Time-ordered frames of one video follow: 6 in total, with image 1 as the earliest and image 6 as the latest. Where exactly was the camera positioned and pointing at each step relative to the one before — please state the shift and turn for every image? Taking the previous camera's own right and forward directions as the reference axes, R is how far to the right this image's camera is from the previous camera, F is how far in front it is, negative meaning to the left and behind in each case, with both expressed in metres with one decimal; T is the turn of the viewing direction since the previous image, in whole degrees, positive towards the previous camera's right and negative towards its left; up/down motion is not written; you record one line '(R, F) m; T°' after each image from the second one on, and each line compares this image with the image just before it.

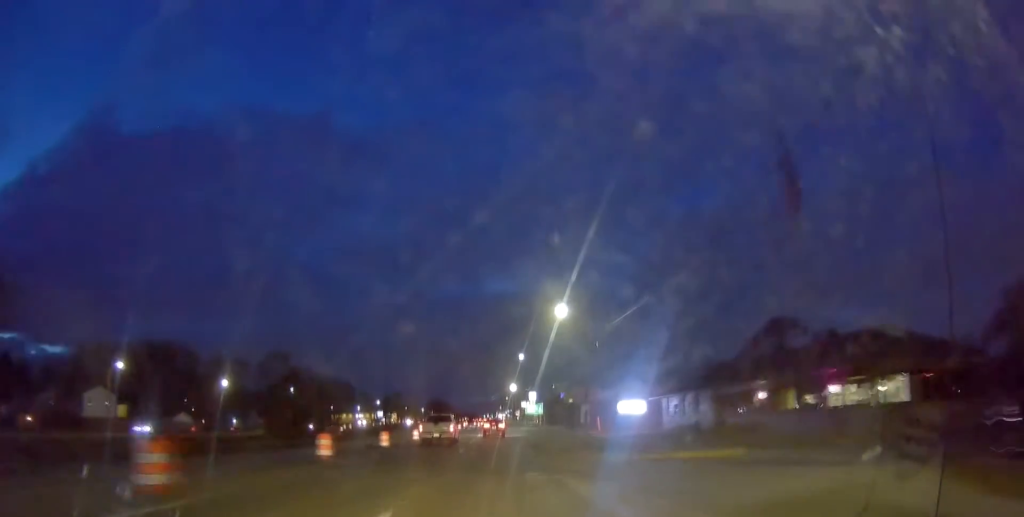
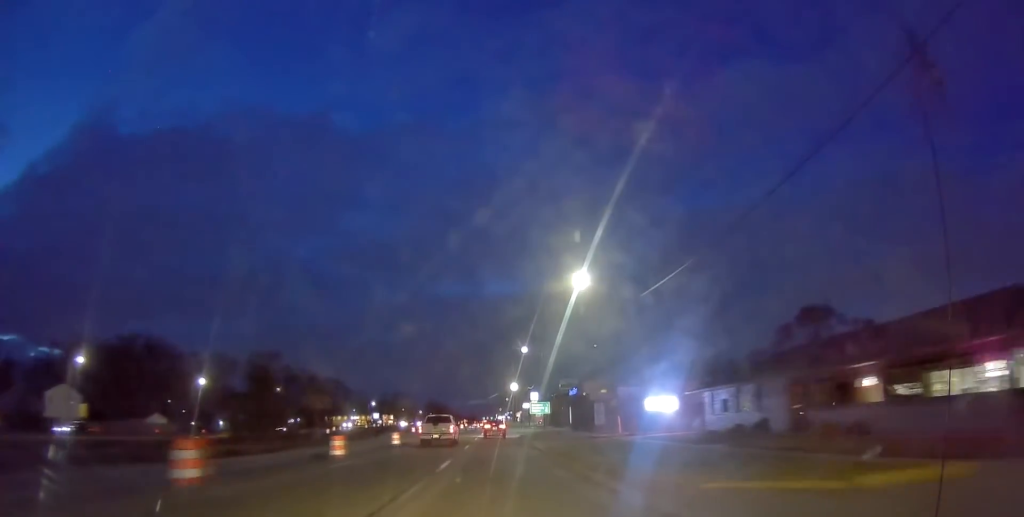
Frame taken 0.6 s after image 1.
(+0.3, +10.1) m; +1°
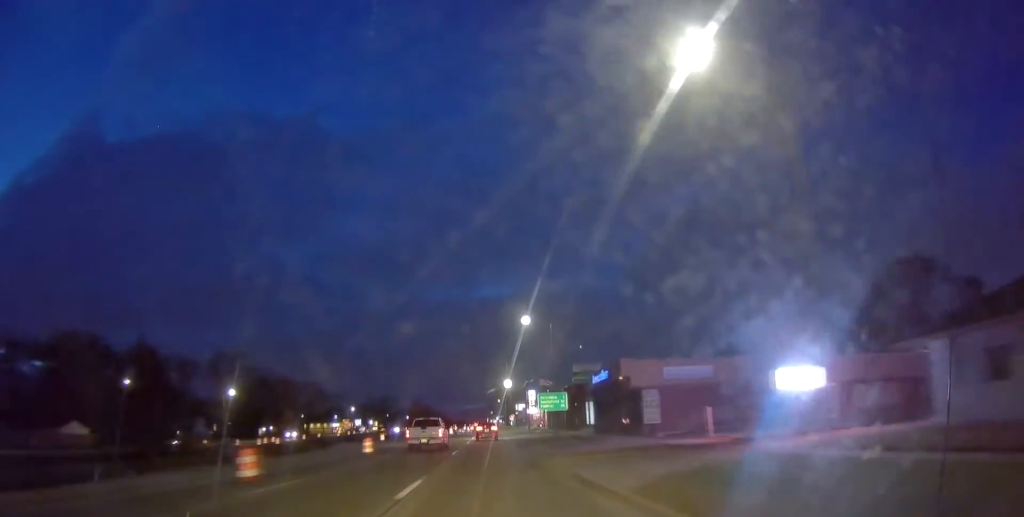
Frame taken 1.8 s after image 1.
(+0.5, +22.1) m; -1°
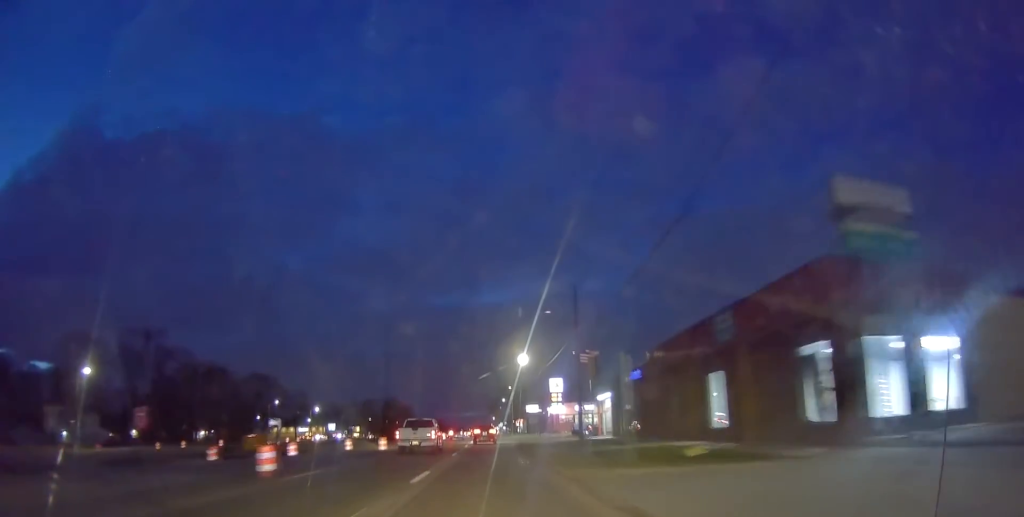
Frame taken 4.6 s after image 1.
(+0.1, +50.3) m; +1°
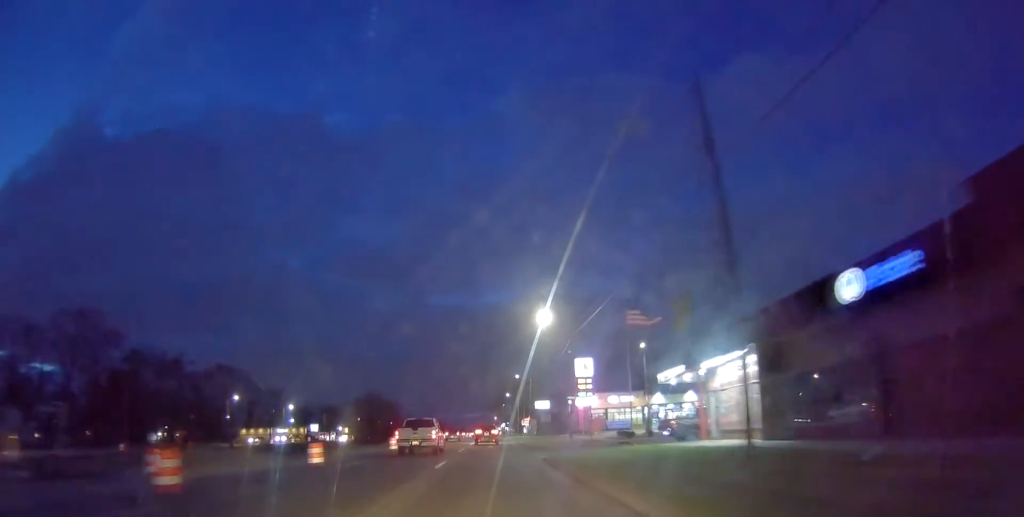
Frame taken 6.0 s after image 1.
(-0.5, +25.6) m; -1°
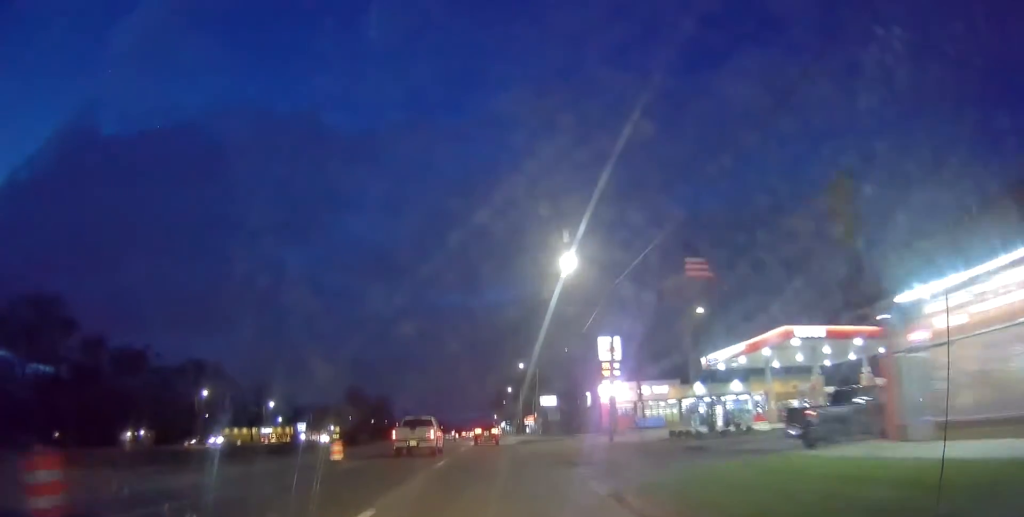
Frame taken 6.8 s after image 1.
(+0.3, +14.2) m; +1°
